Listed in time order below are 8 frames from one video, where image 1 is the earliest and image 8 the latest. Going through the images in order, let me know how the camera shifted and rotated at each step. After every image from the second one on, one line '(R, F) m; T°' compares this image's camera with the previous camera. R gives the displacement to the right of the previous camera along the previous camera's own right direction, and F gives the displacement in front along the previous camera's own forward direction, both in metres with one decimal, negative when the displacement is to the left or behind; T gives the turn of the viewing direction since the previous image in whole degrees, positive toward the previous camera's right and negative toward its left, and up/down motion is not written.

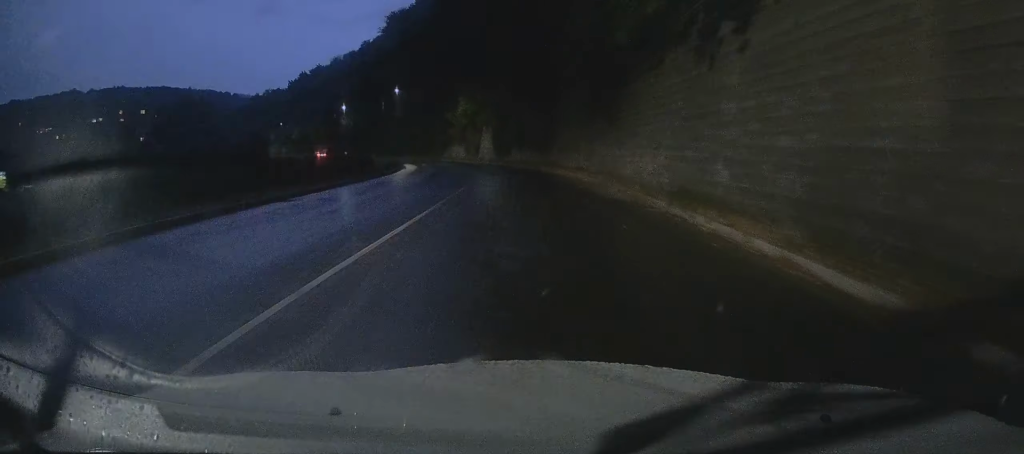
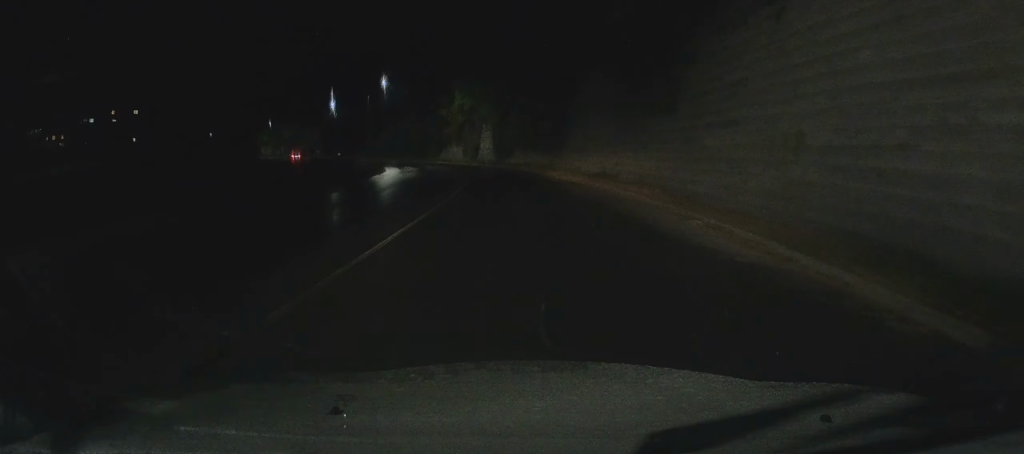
(+0.2, +10.5) m; 0°
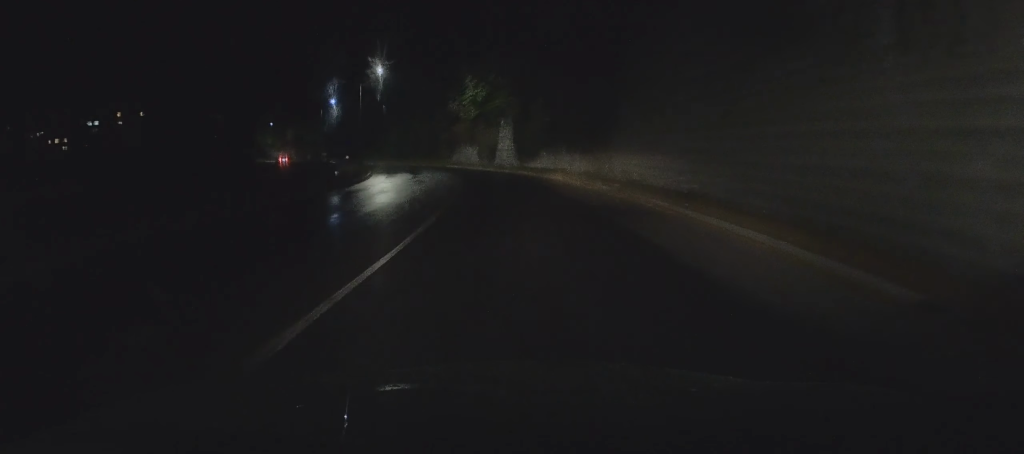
(-0.3, +12.8) m; -2°
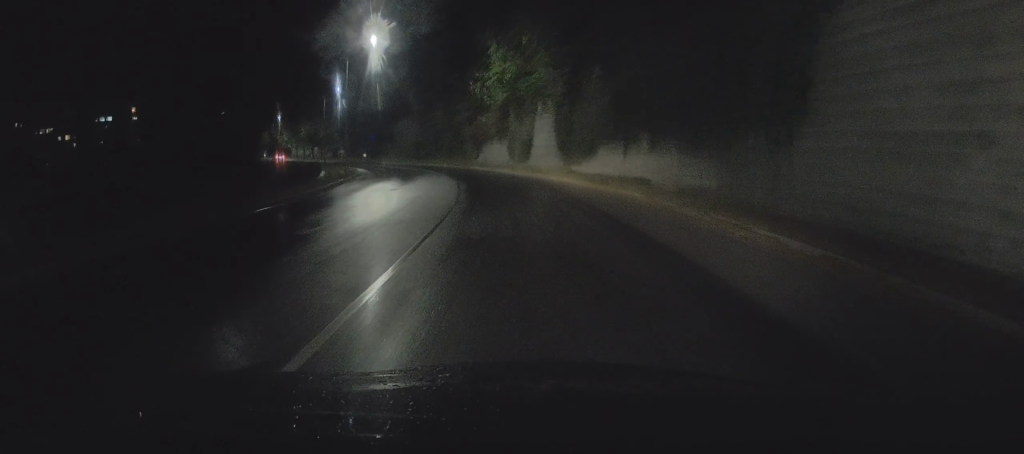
(-0.4, +15.1) m; -3°
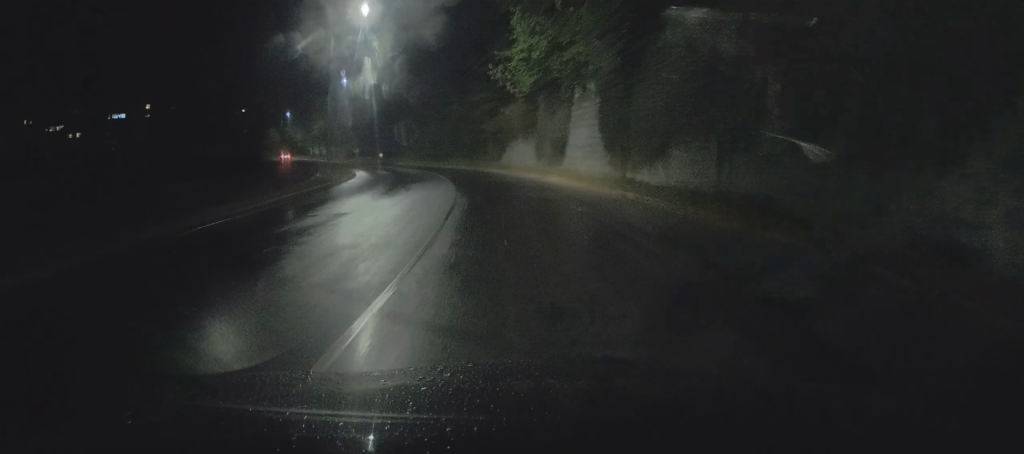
(-0.1, +9.3) m; -3°
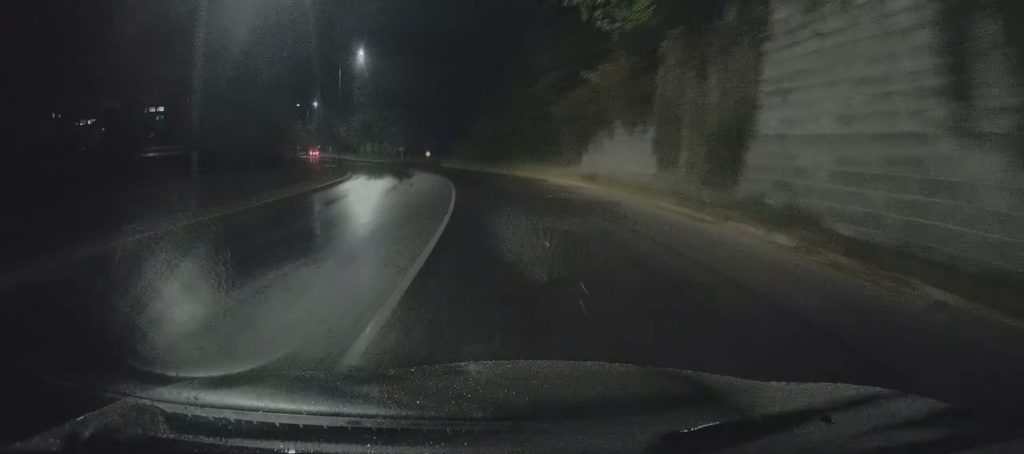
(-1.3, +19.7) m; -8°
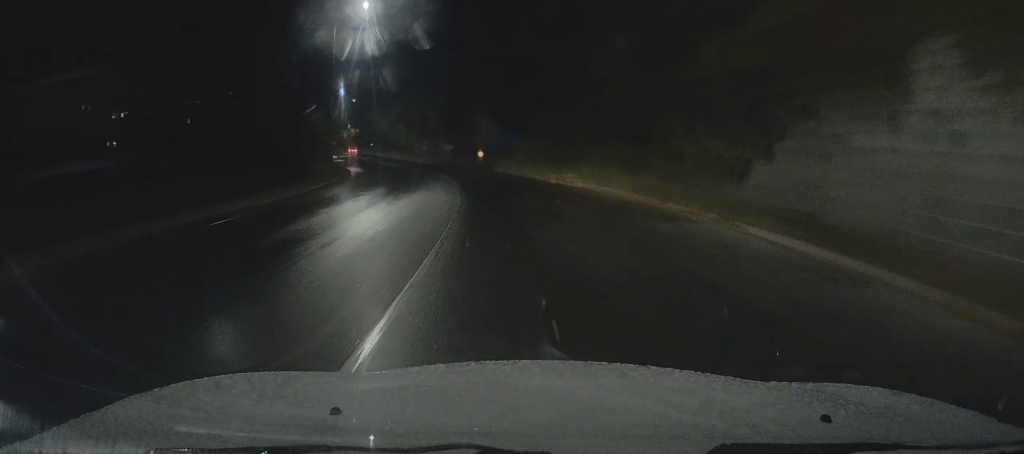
(-1.1, +17.3) m; -5°
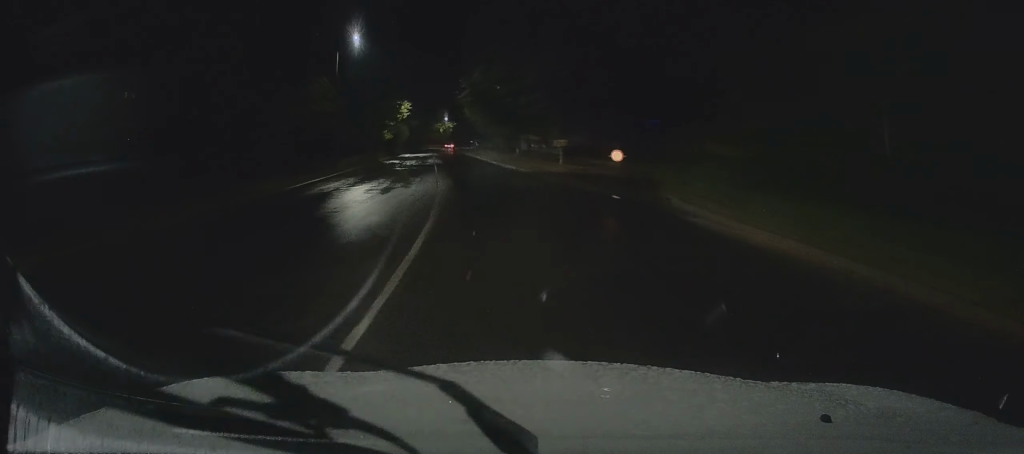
(-3.1, +34.4) m; -11°
